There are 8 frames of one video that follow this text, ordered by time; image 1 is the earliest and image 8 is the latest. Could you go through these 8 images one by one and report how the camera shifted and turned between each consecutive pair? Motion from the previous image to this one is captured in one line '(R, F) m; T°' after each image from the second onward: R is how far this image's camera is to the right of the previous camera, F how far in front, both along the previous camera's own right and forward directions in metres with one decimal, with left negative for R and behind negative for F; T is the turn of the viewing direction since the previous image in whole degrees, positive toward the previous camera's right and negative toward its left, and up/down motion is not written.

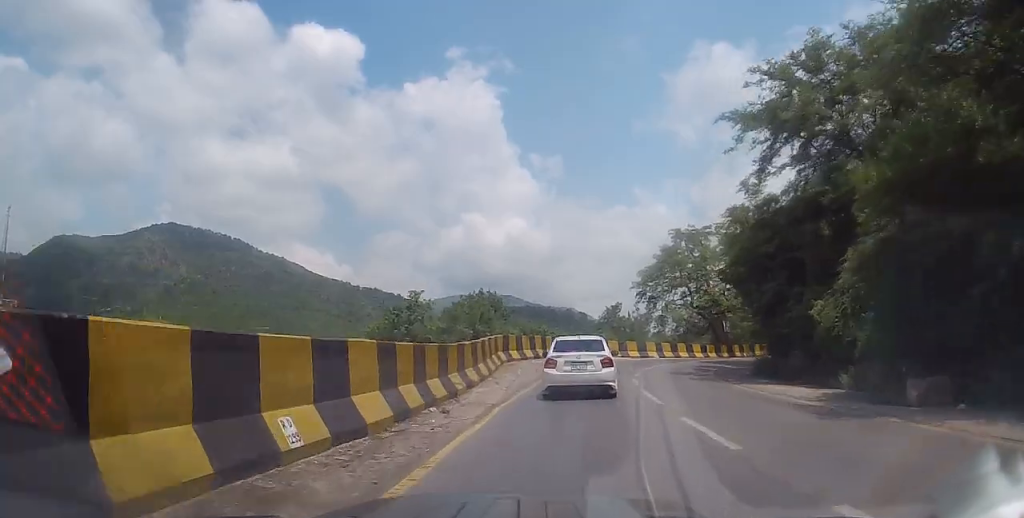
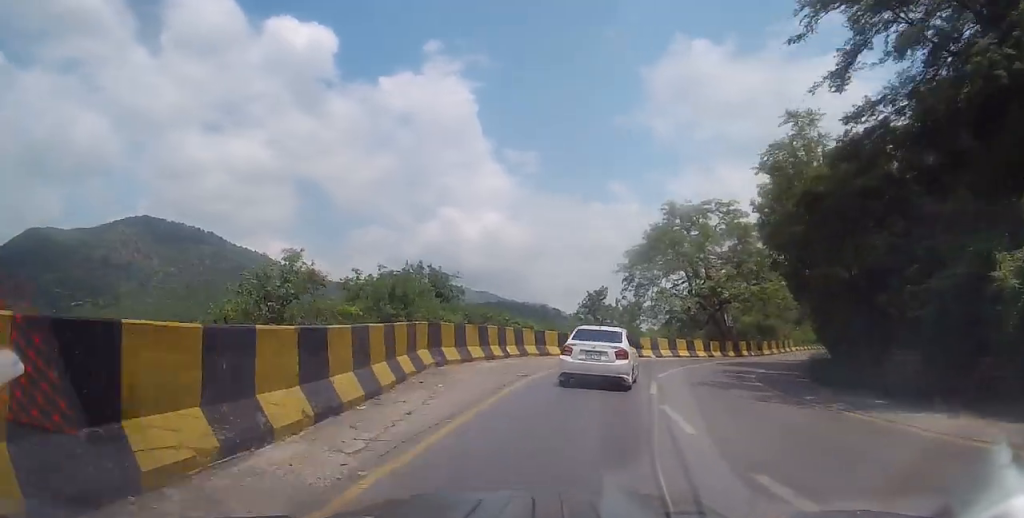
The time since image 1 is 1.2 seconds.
(-0.6, +11.2) m; 0°
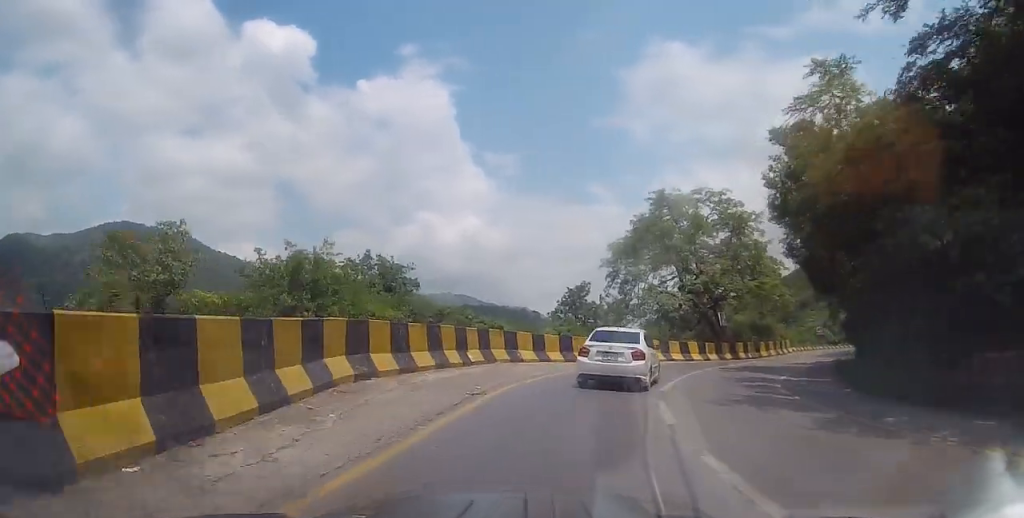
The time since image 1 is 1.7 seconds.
(+0.3, +5.0) m; +4°
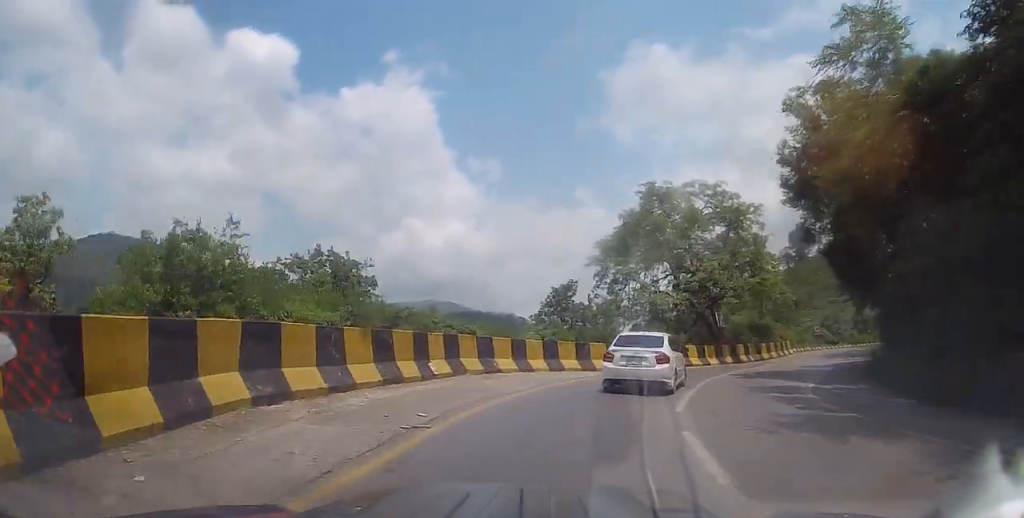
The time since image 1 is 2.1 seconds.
(0.0, +3.8) m; +3°
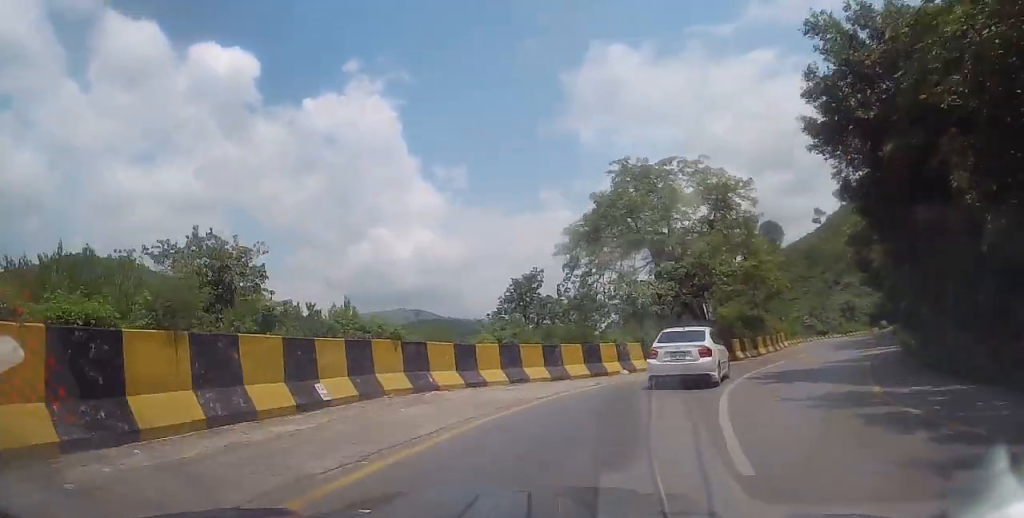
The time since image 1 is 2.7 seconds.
(+0.4, +5.9) m; +3°
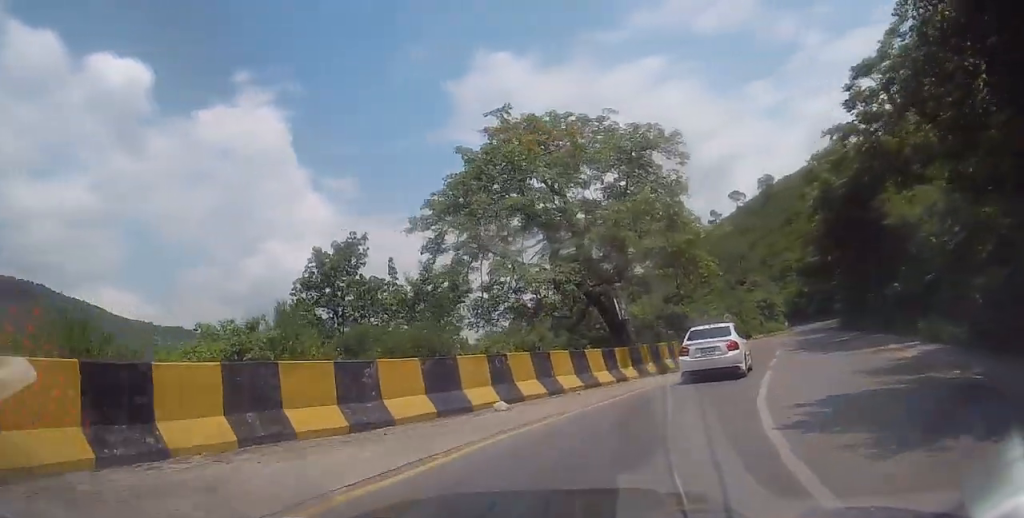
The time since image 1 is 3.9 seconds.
(+0.4, +10.5) m; +9°
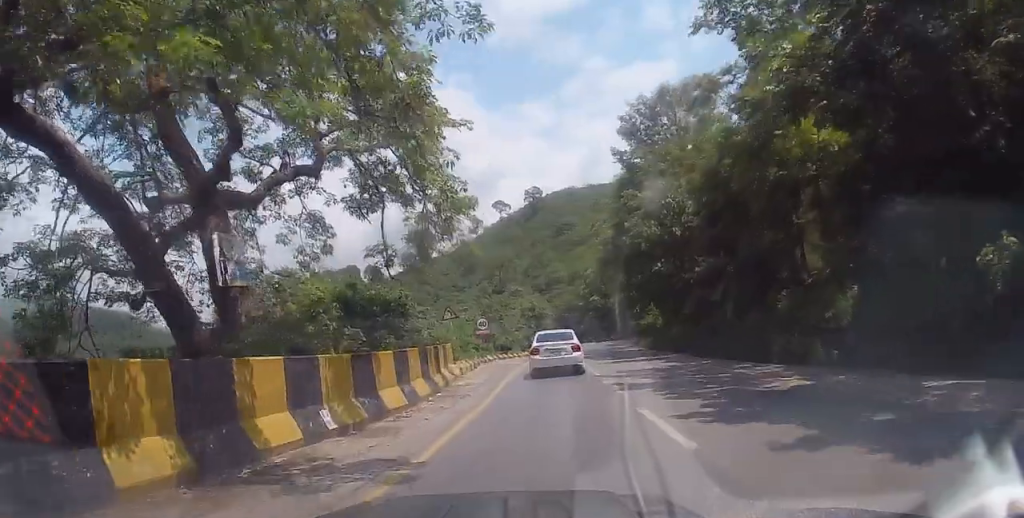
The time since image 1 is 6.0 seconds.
(+3.6, +19.5) m; +15°
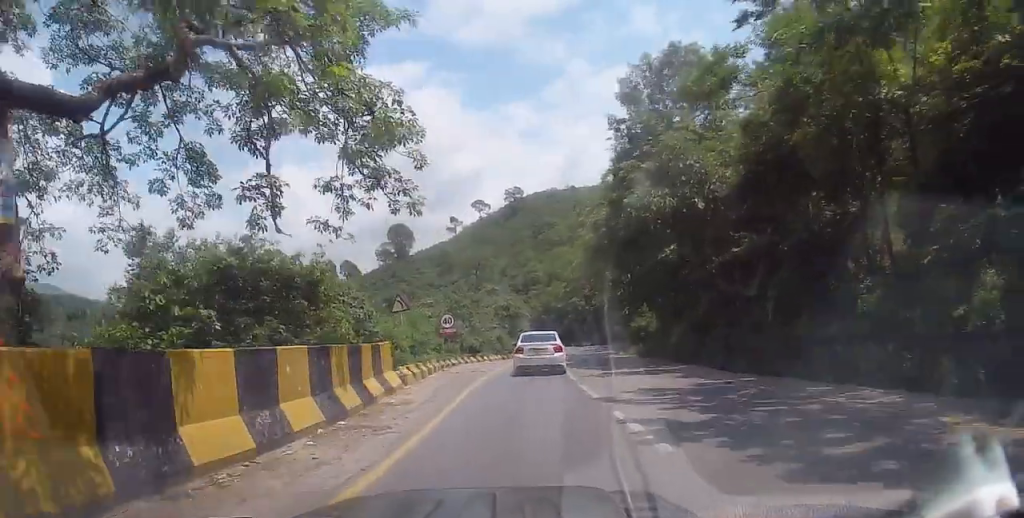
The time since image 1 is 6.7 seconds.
(+0.1, +6.2) m; +2°
